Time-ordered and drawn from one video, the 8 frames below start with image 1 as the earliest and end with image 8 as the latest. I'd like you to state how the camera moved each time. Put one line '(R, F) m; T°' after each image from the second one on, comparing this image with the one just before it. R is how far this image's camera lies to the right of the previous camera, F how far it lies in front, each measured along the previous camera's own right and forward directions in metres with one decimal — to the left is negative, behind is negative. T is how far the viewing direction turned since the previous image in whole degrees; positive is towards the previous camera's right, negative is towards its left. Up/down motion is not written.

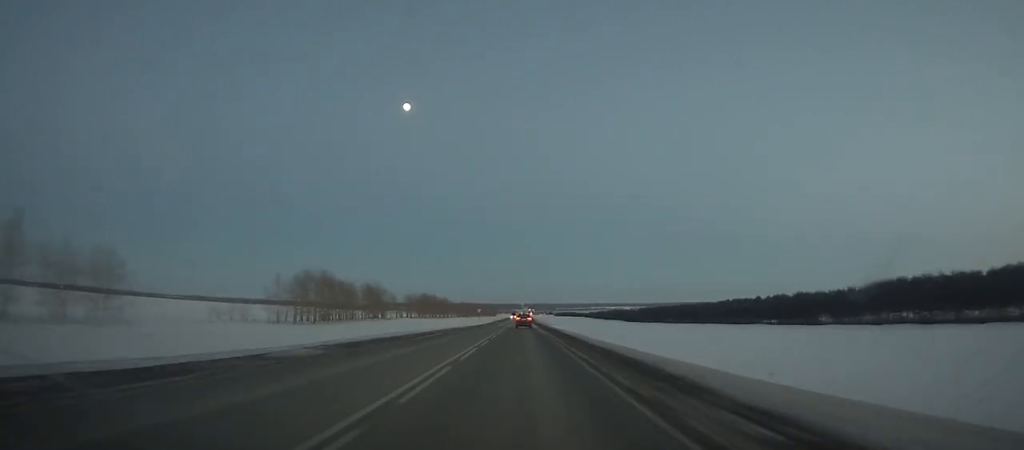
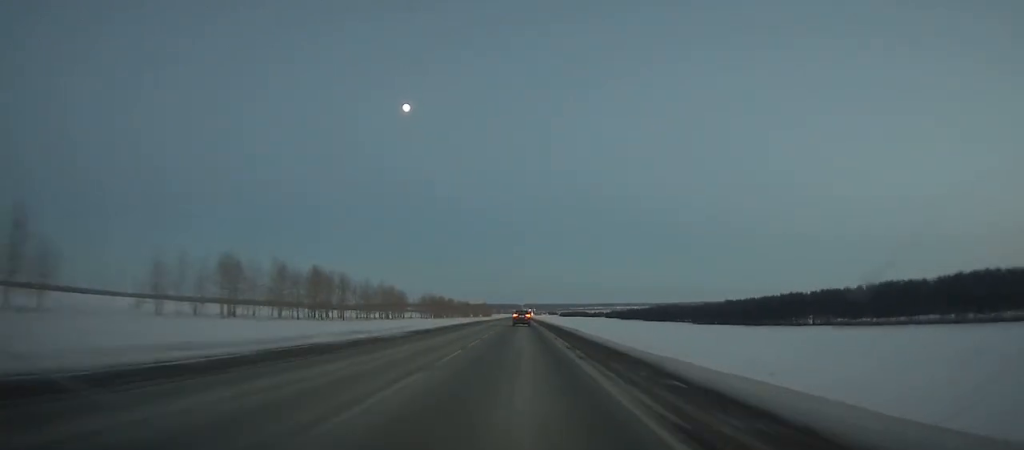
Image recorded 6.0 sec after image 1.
(-0.5, +161.2) m; 0°
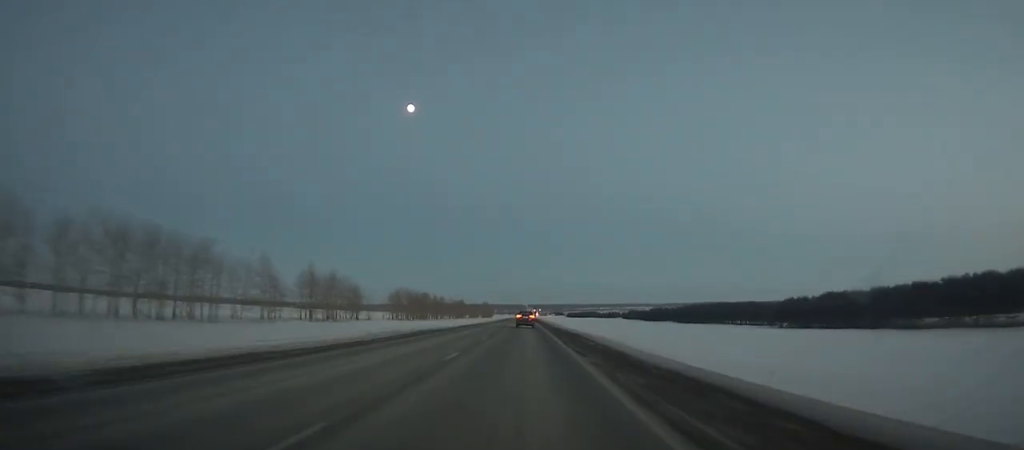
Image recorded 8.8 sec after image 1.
(+0.1, +73.8) m; 0°
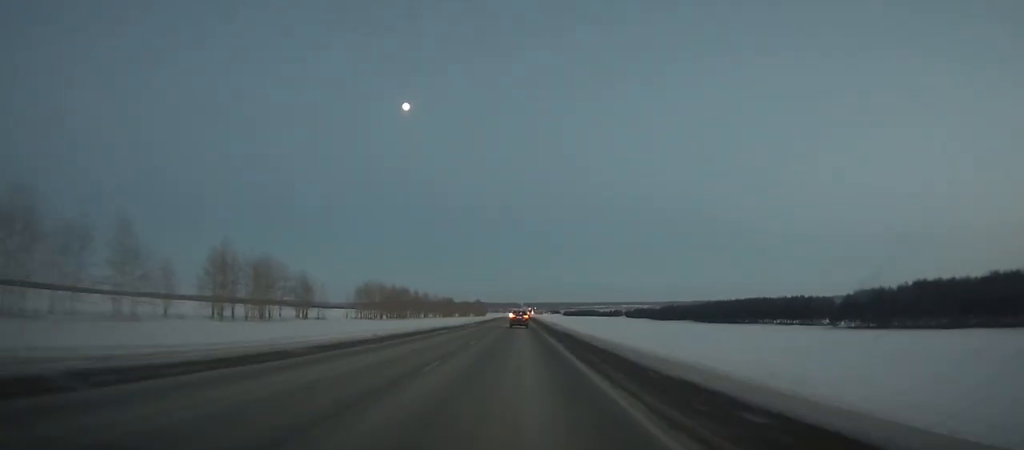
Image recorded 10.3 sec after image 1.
(-0.1, +39.4) m; 0°
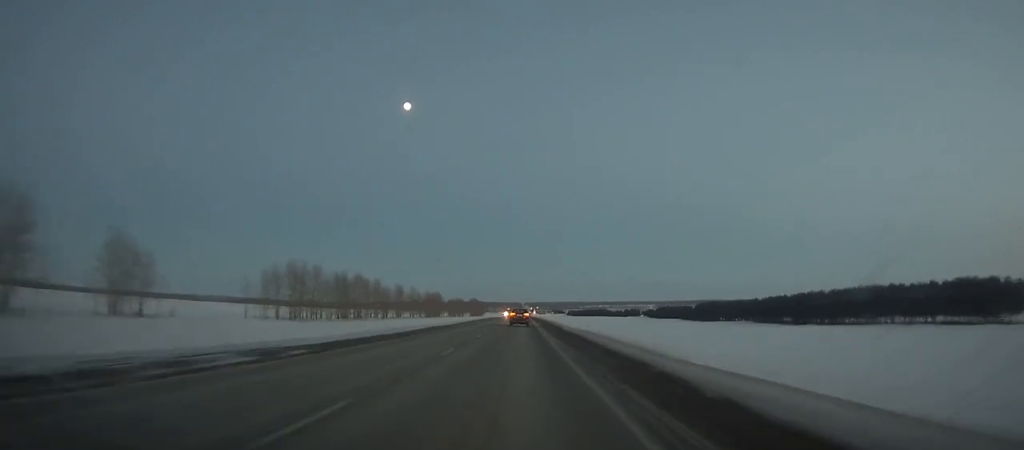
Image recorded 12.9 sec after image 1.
(+0.3, +67.7) m; 0°
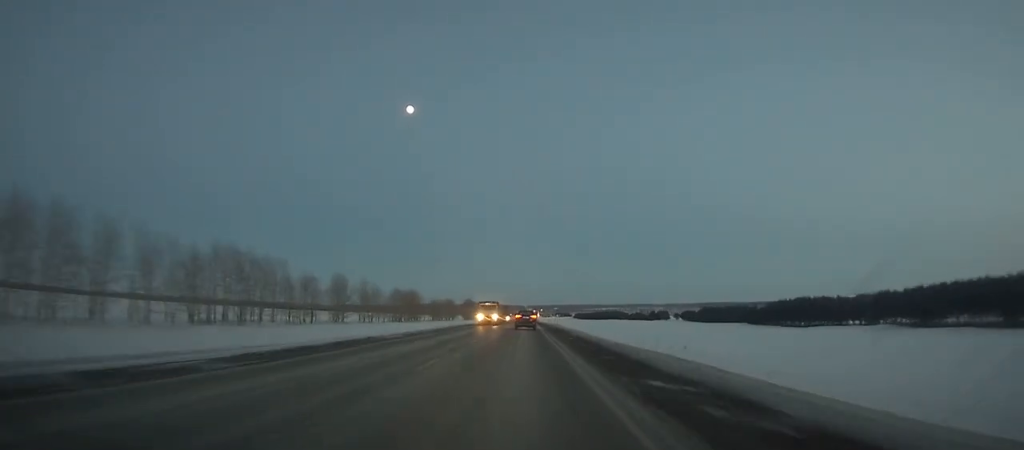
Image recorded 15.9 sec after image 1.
(0.0, +77.7) m; 0°
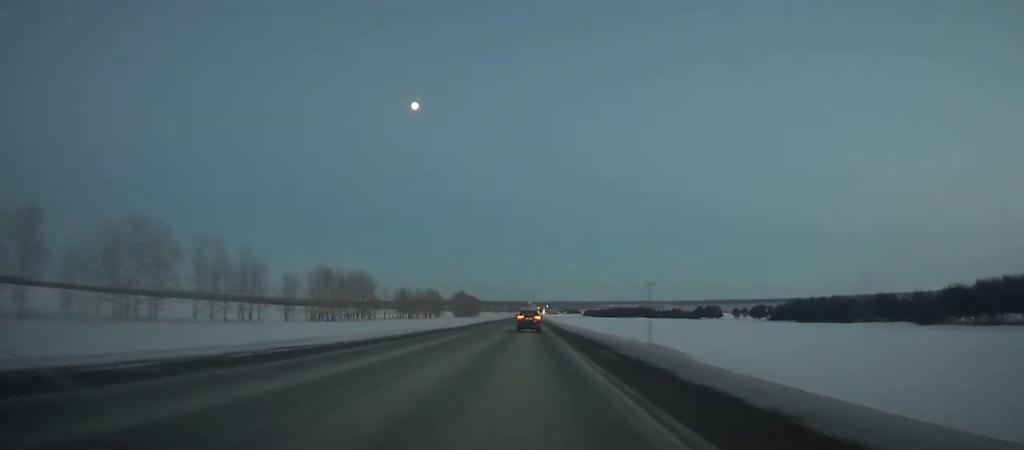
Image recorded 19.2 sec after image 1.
(-0.3, +84.6) m; -1°
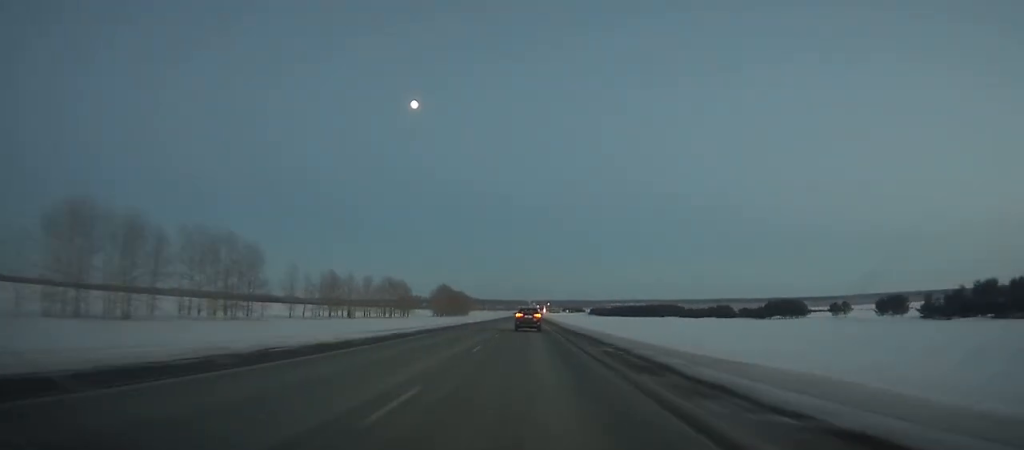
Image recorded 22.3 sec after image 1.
(-0.6, +77.9) m; -1°
